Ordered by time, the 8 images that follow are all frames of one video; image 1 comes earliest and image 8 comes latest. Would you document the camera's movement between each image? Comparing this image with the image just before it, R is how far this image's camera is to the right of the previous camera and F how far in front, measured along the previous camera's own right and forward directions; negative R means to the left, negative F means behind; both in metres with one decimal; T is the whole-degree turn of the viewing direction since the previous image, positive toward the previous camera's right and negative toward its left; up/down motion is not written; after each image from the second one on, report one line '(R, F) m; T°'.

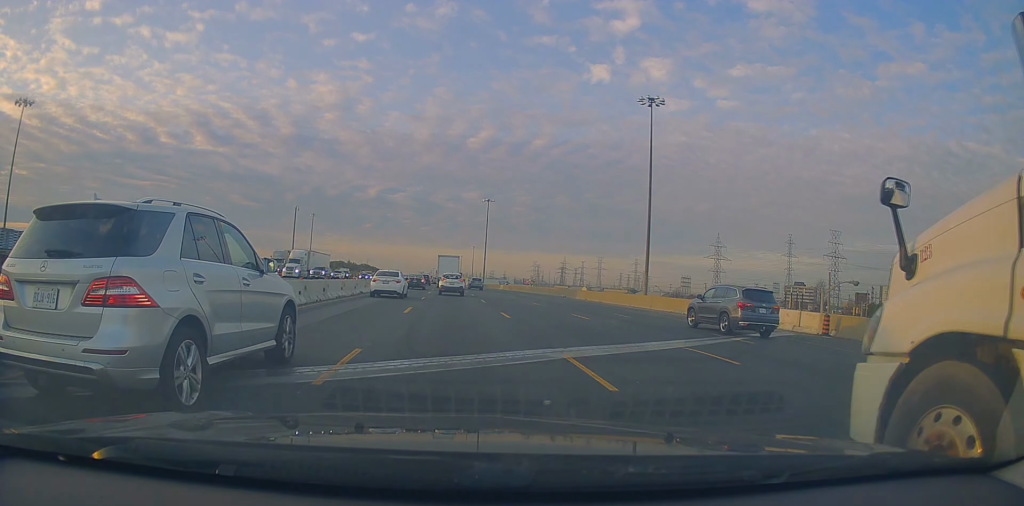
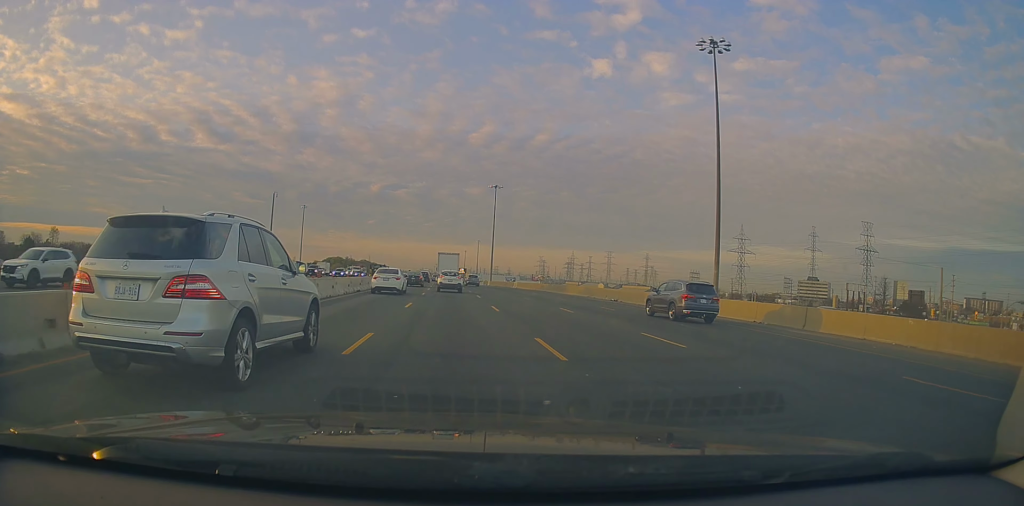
(-0.3, +21.6) m; 0°
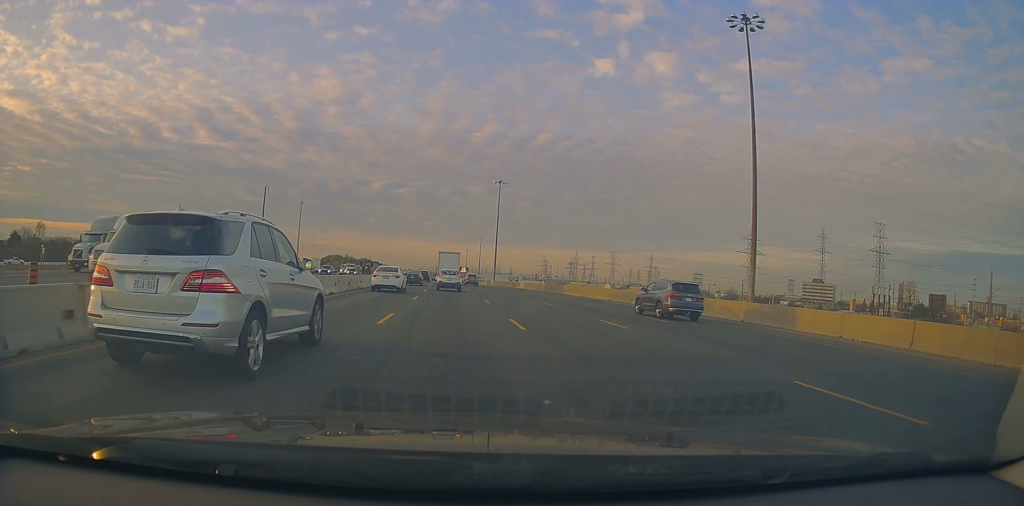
(+0.1, +7.6) m; 0°
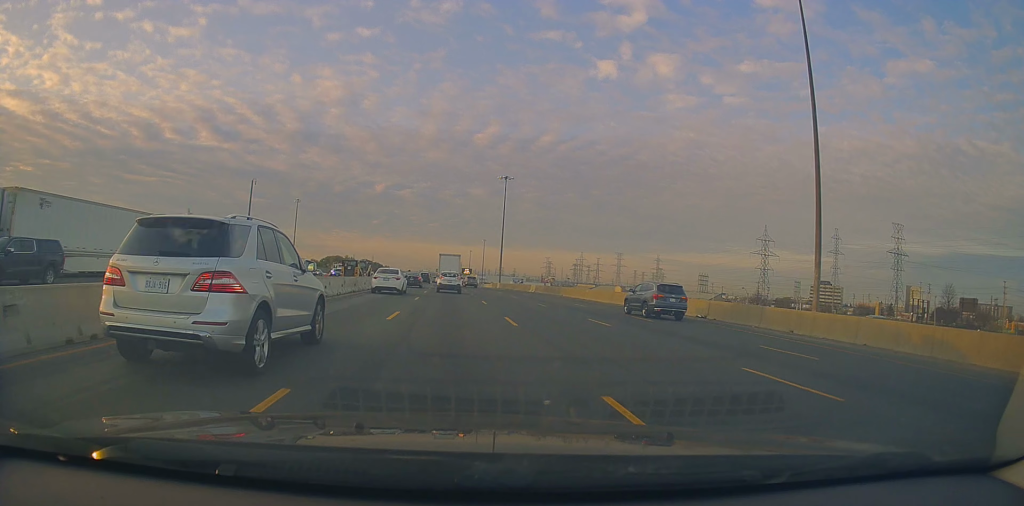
(+0.3, +10.3) m; +1°
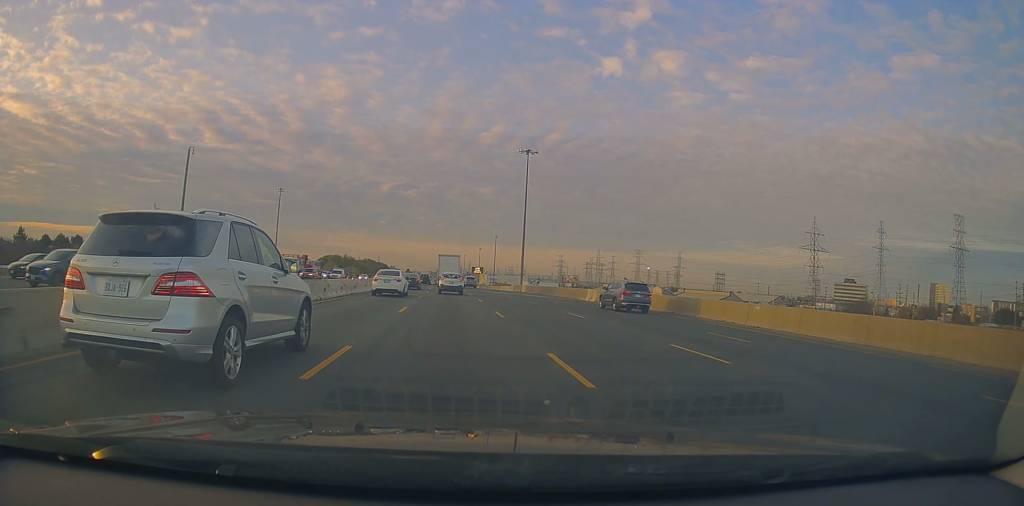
(-0.8, +32.5) m; -2°
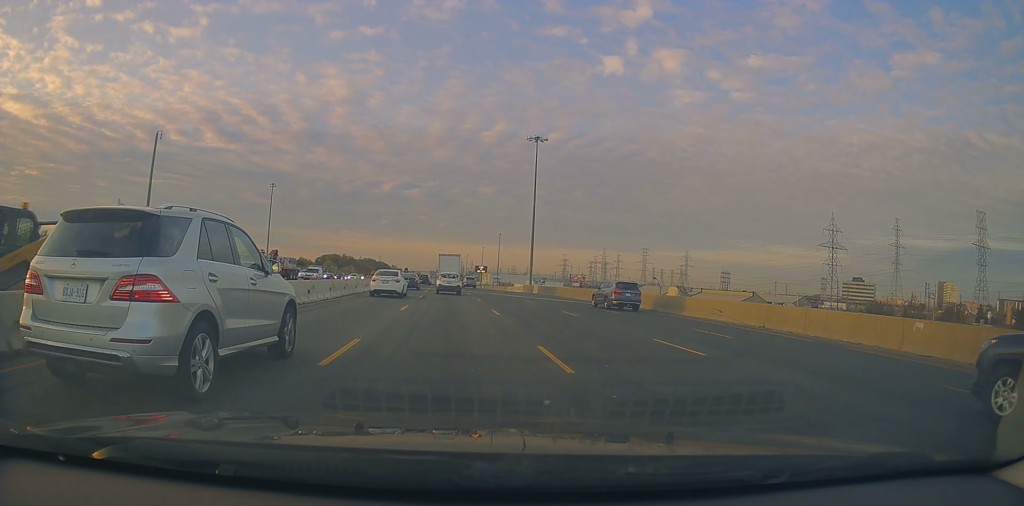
(-0.3, +10.9) m; 0°
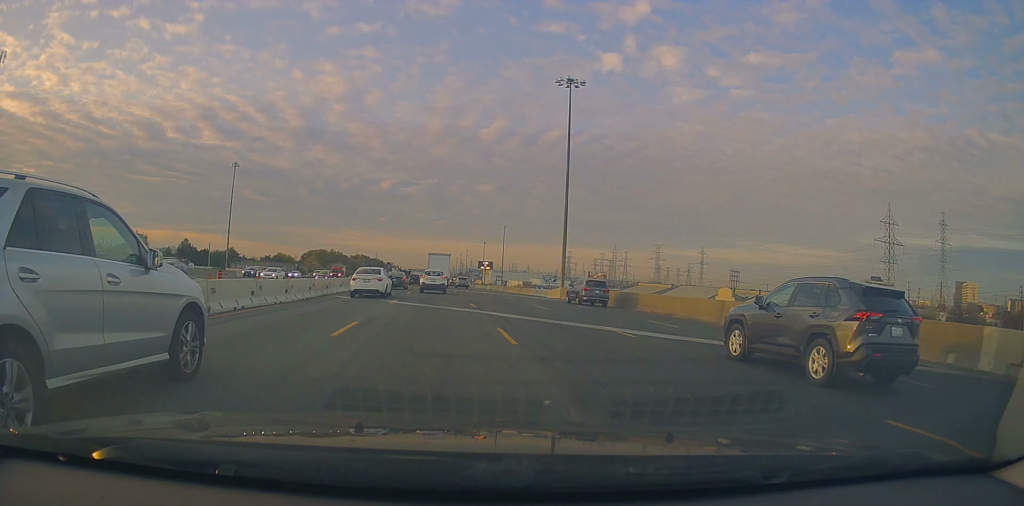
(+0.4, +33.2) m; 0°
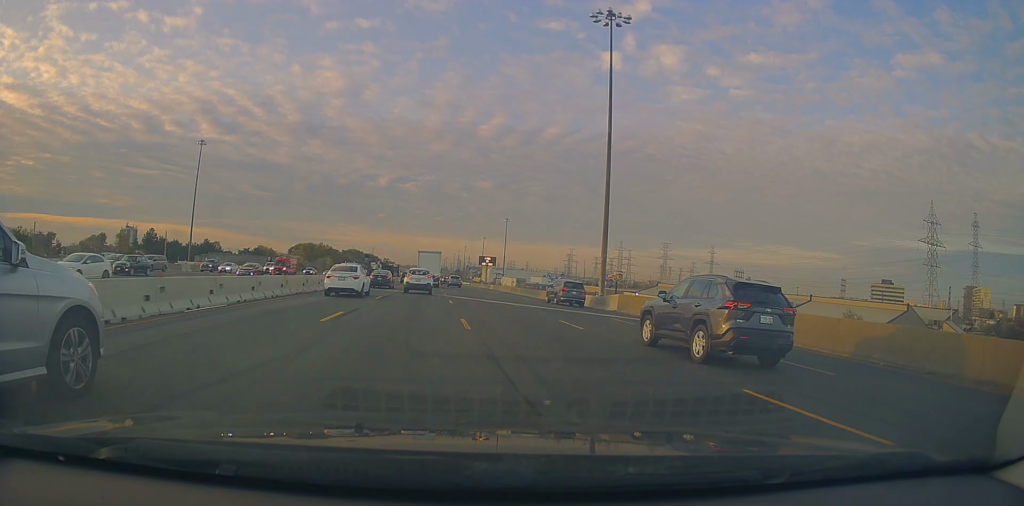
(0.0, +21.7) m; 0°
